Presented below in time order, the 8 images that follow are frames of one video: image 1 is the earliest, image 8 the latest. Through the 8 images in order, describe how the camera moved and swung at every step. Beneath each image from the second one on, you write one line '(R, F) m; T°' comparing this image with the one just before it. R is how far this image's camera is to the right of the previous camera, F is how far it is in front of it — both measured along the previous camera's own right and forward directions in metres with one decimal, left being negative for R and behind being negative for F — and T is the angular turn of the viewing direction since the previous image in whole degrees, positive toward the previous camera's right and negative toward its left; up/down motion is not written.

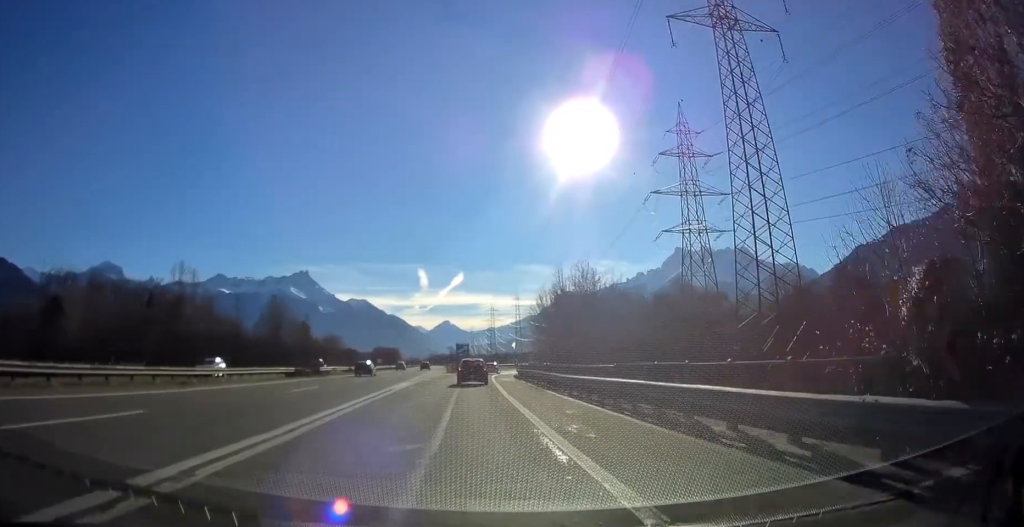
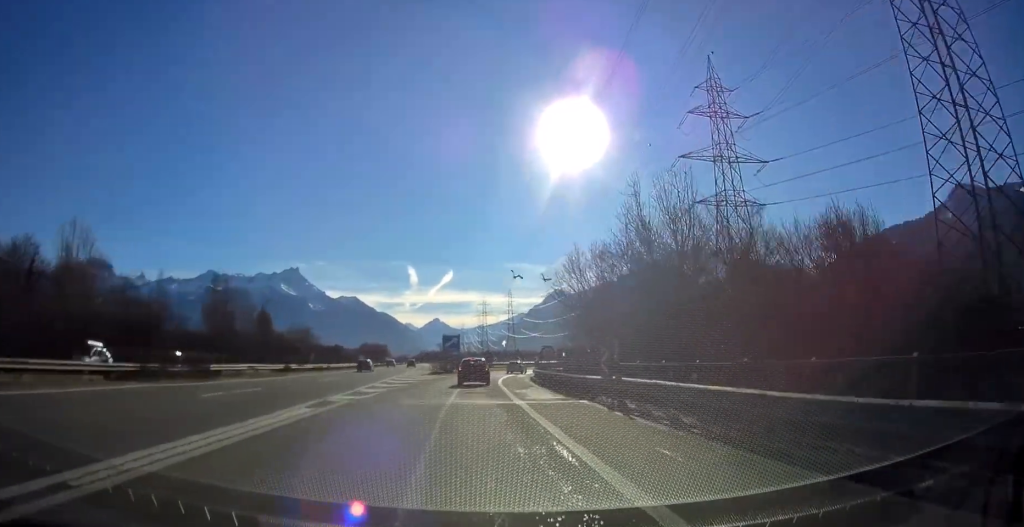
(+0.3, +24.8) m; +1°
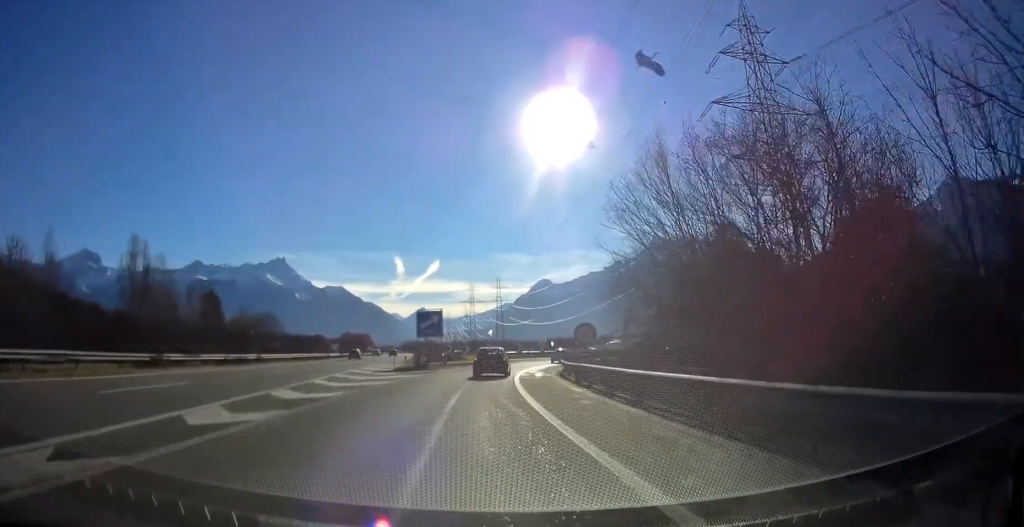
(+0.2, +22.1) m; +1°
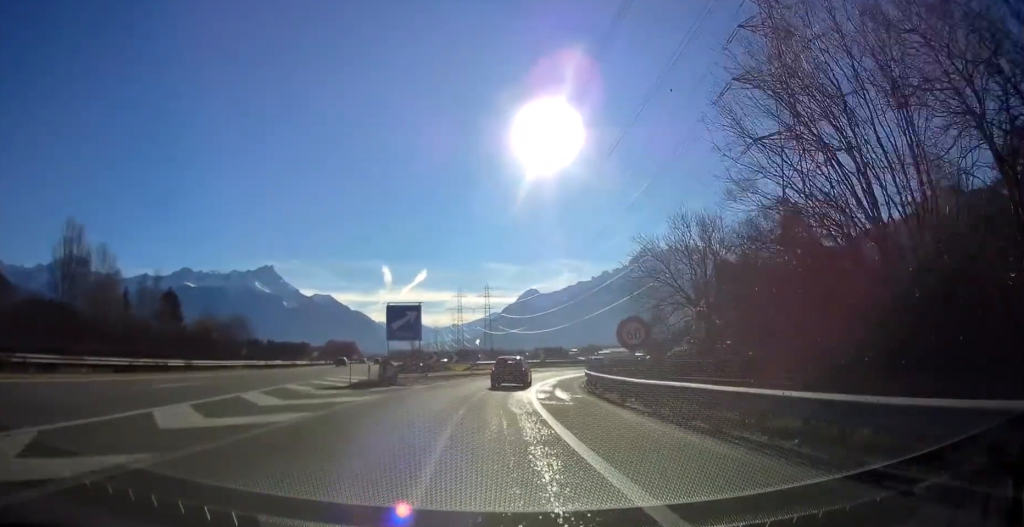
(-0.1, +12.5) m; +1°
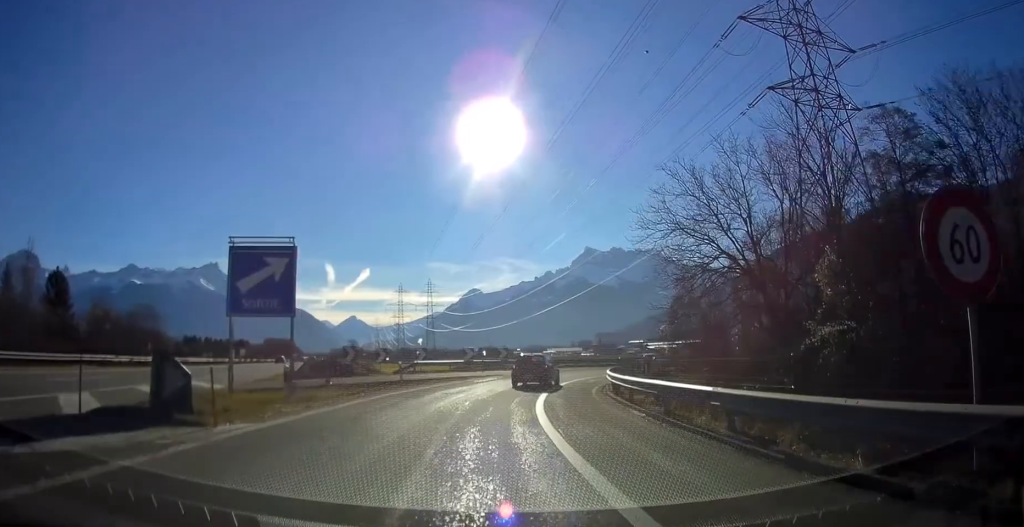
(+0.4, +18.3) m; +5°
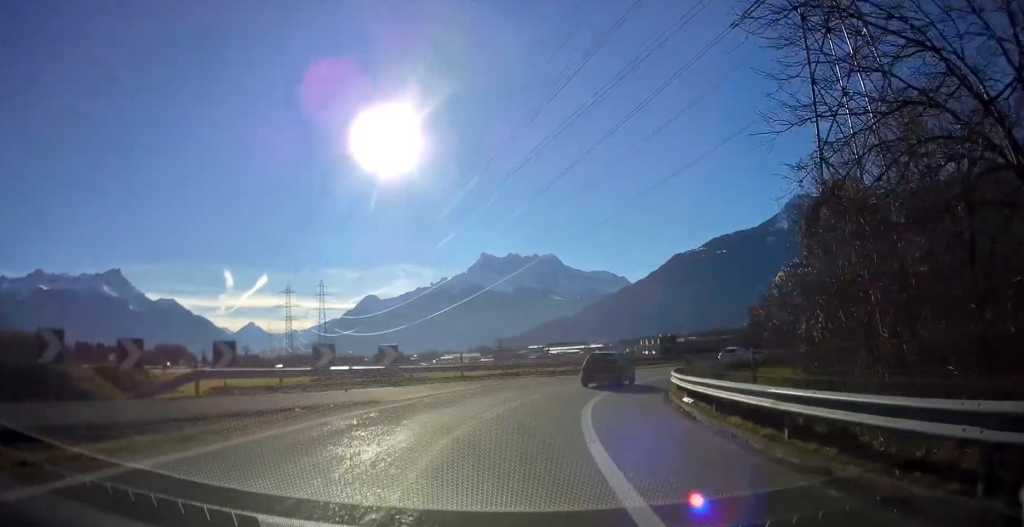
(+1.9, +22.6) m; +10°
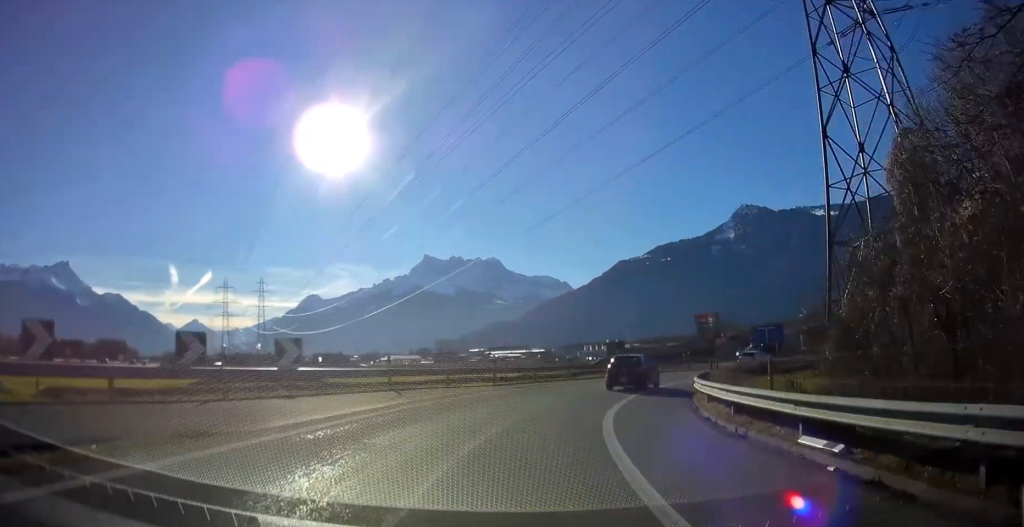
(0.0, +8.1) m; +4°
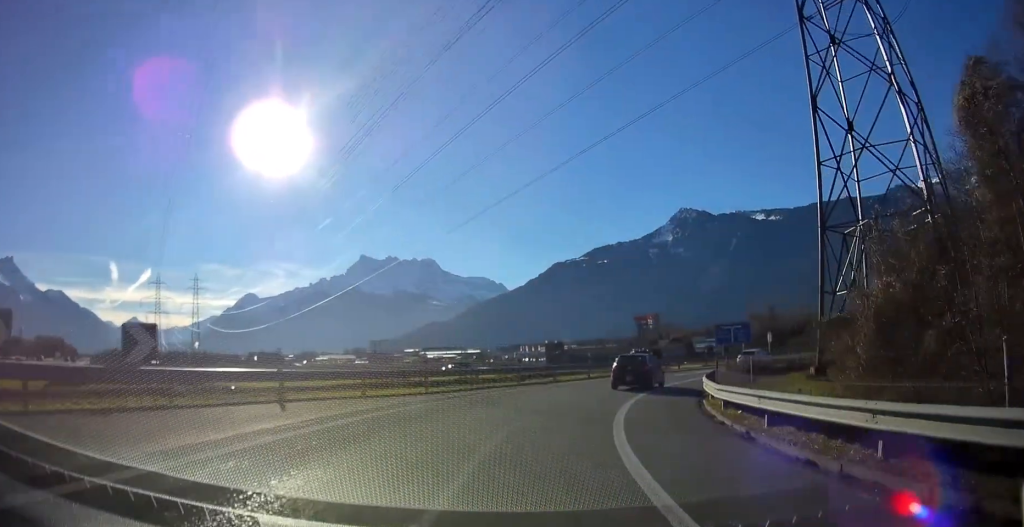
(+0.5, +6.8) m; +5°
